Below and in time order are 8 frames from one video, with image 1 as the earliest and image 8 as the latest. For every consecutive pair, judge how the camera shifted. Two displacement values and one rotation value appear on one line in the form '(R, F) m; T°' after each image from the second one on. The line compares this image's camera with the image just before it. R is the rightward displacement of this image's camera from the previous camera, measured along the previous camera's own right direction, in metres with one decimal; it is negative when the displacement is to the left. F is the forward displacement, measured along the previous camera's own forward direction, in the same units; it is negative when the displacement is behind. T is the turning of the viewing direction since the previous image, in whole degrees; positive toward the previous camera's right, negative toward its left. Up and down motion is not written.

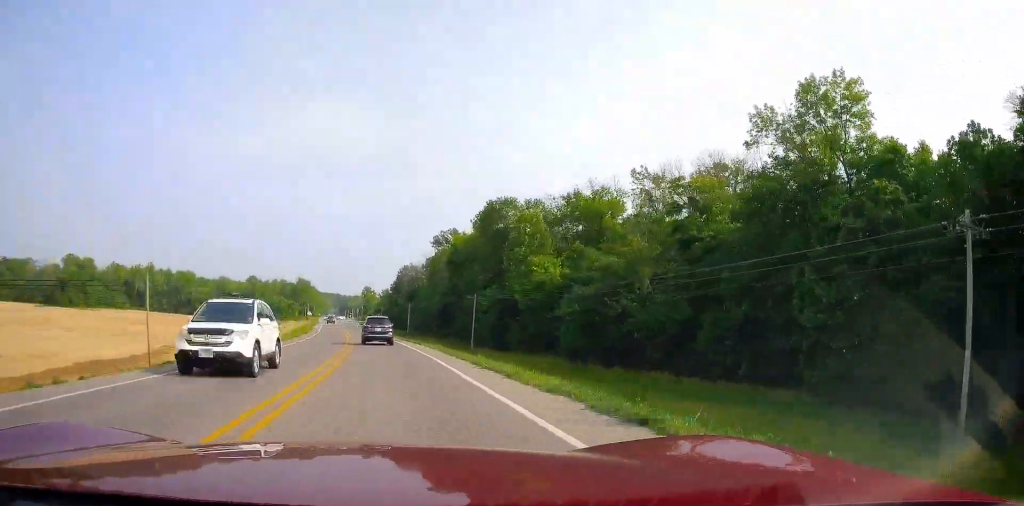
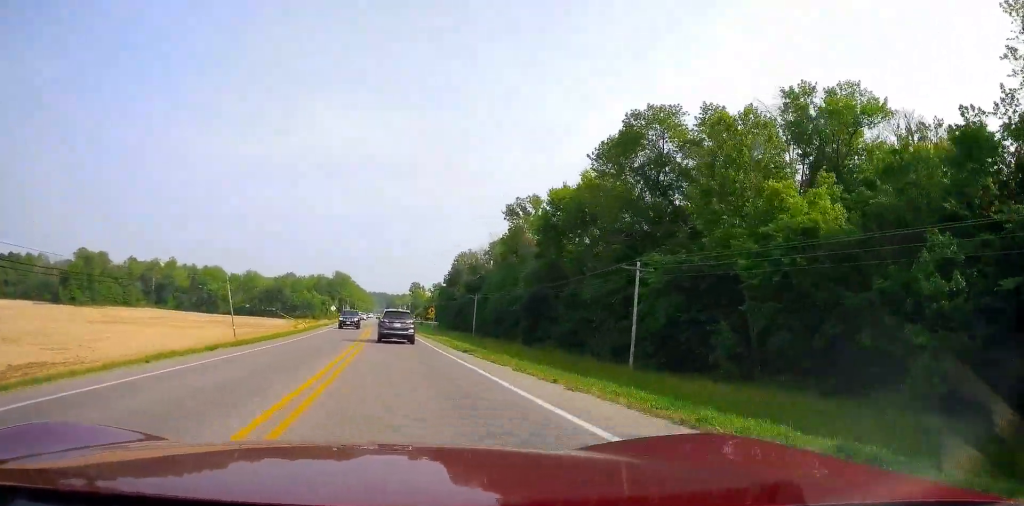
(-1.7, +41.0) m; -4°
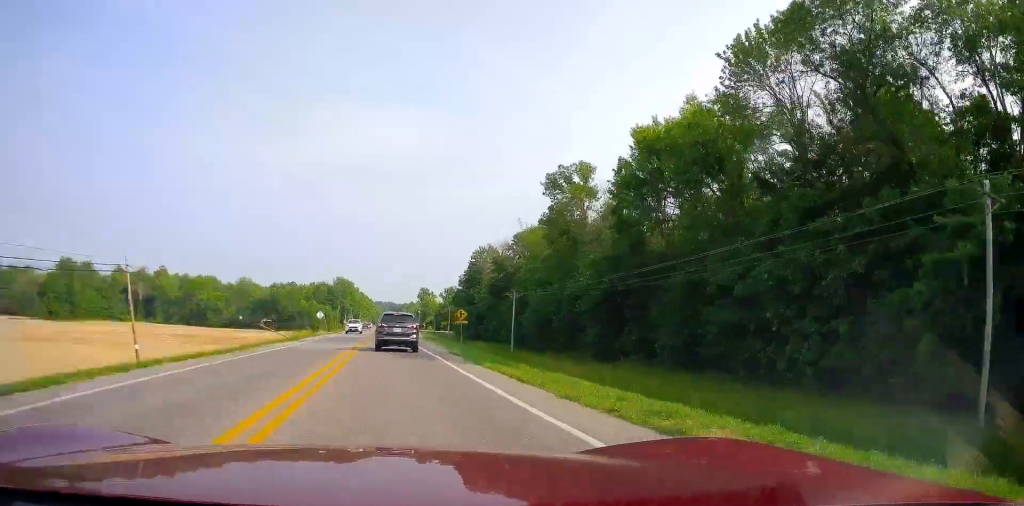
(-0.5, +27.0) m; -2°
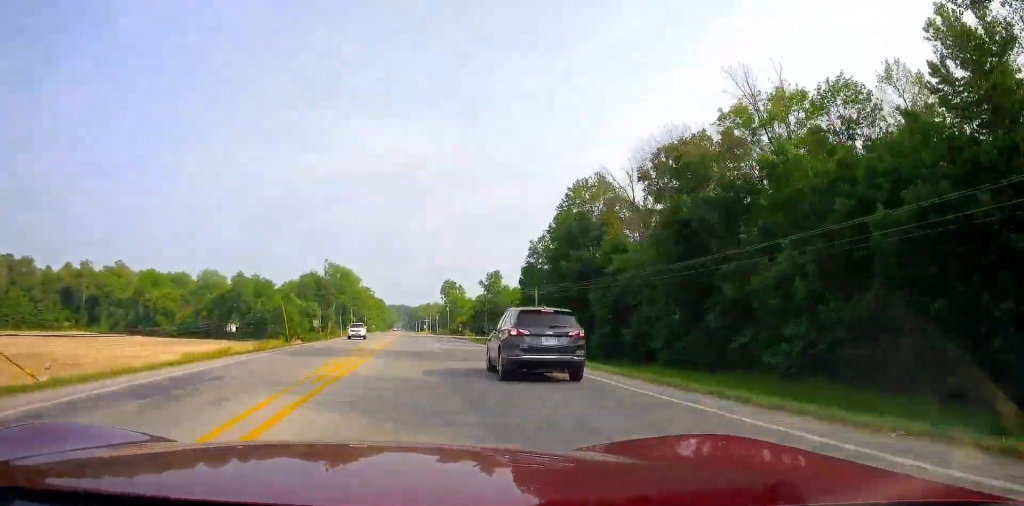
(-2.8, +80.5) m; -2°
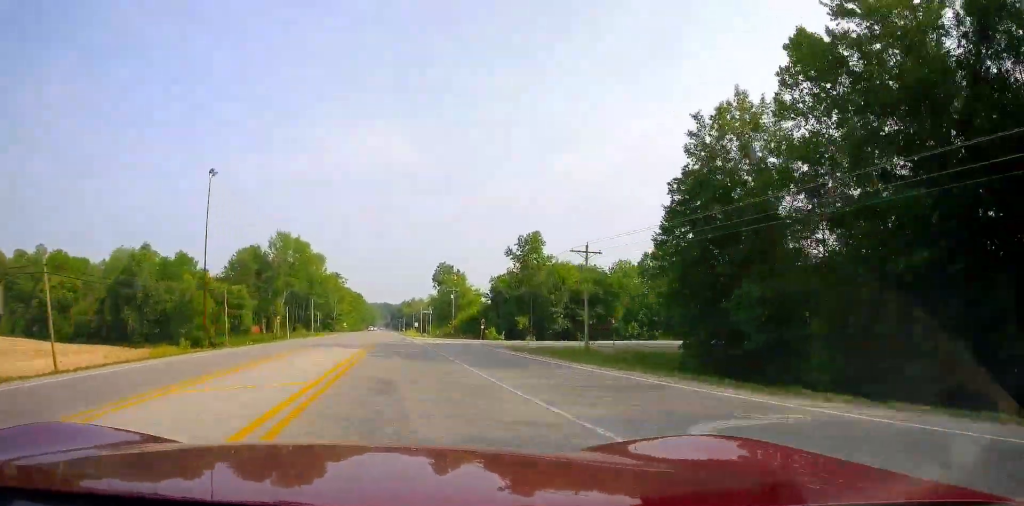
(+0.7, +60.4) m; +1°
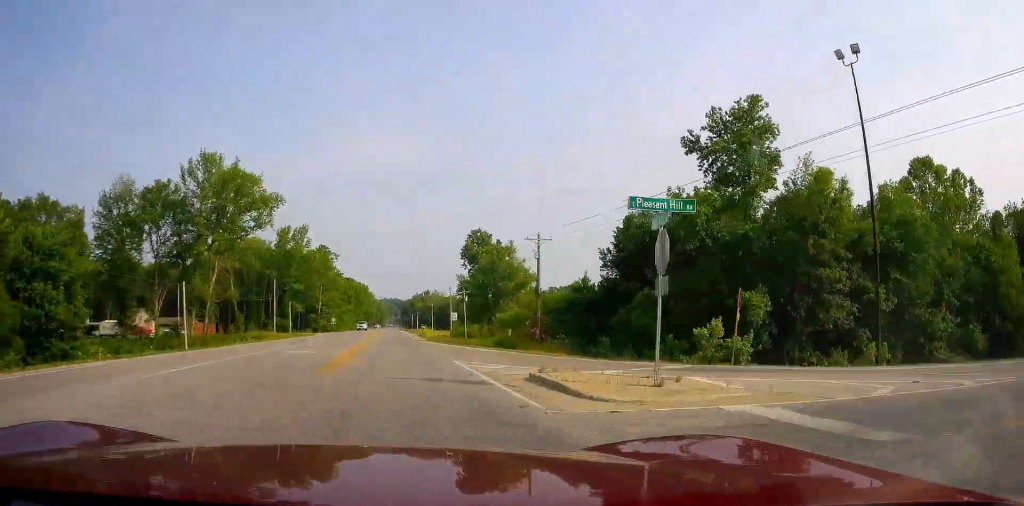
(-0.3, +58.6) m; -1°
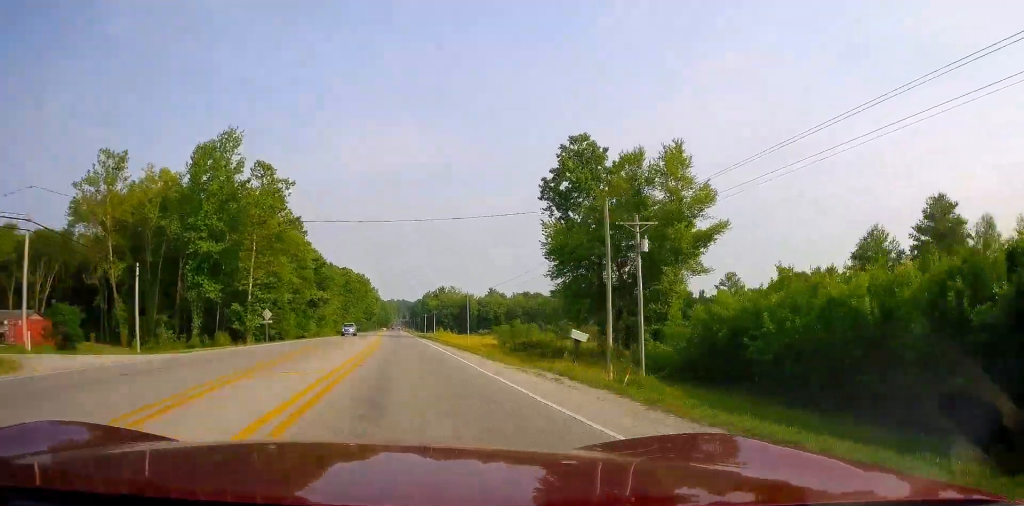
(-0.2, +69.3) m; 0°
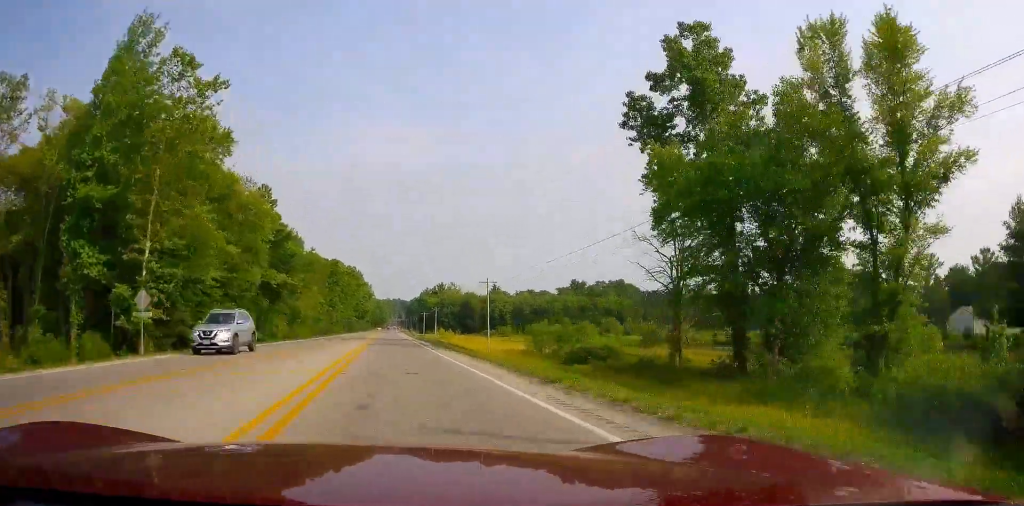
(+0.4, +26.9) m; 0°
